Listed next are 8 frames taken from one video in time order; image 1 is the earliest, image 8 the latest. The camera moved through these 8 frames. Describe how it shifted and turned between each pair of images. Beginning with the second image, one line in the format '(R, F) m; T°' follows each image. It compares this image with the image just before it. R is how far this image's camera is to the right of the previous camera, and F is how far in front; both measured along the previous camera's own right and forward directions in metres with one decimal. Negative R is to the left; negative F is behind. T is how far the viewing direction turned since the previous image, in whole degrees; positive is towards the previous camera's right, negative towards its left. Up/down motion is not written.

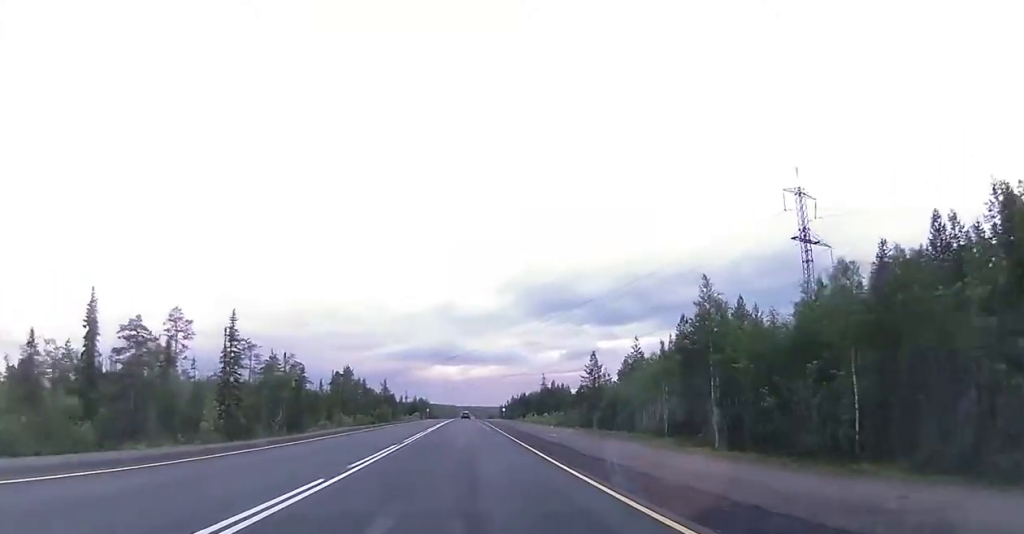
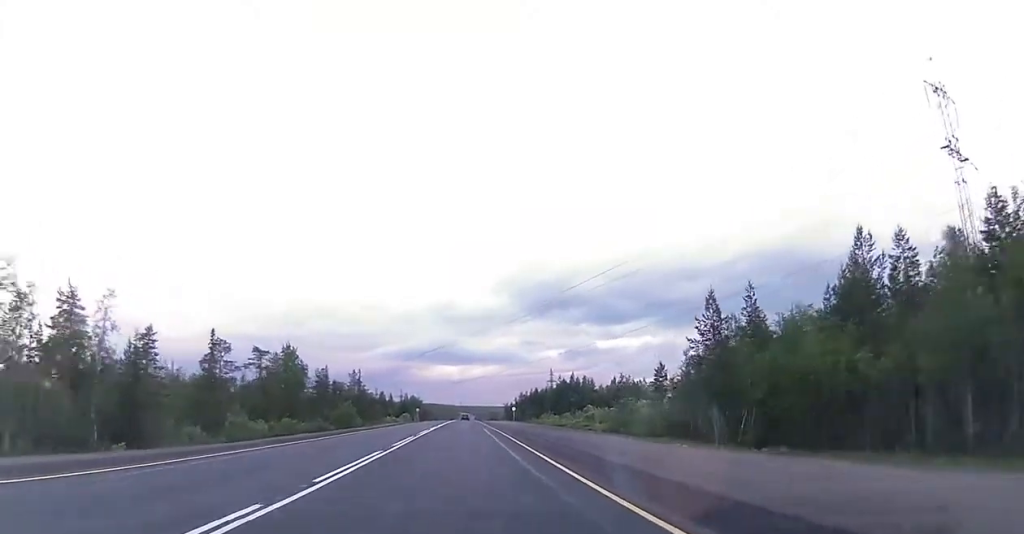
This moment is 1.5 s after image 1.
(-0.2, +39.1) m; 0°
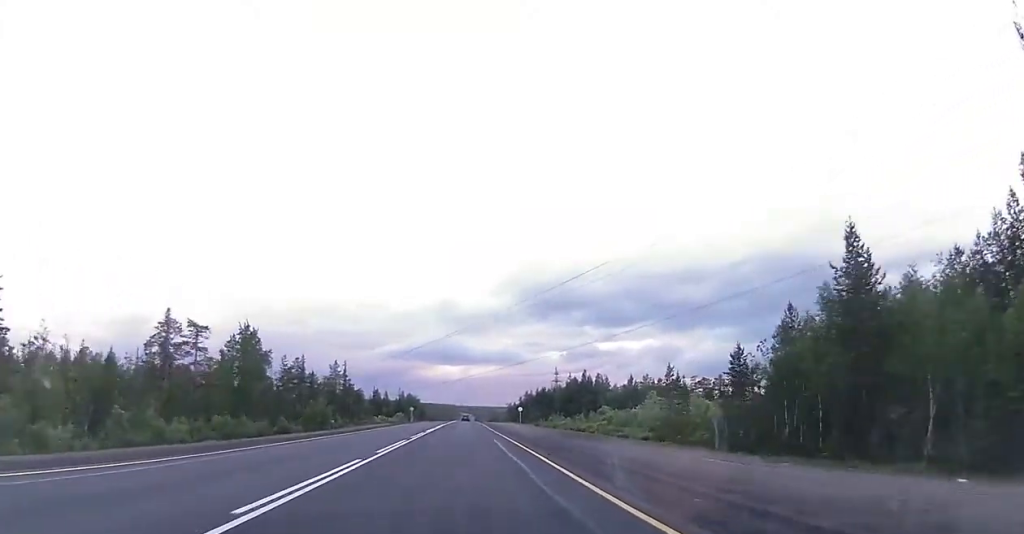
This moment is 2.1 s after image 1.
(+0.3, +16.0) m; 0°
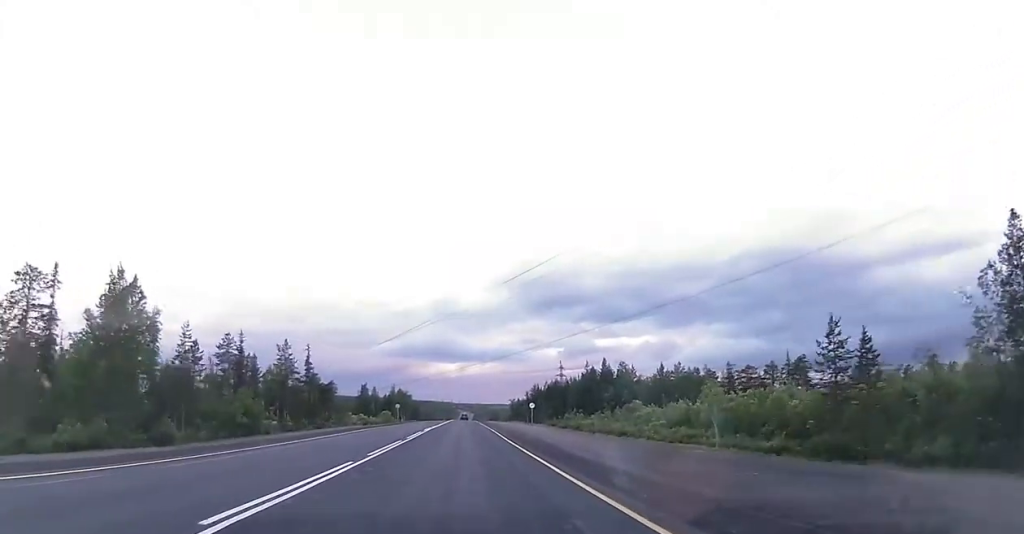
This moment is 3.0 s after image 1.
(-0.2, +24.9) m; 0°
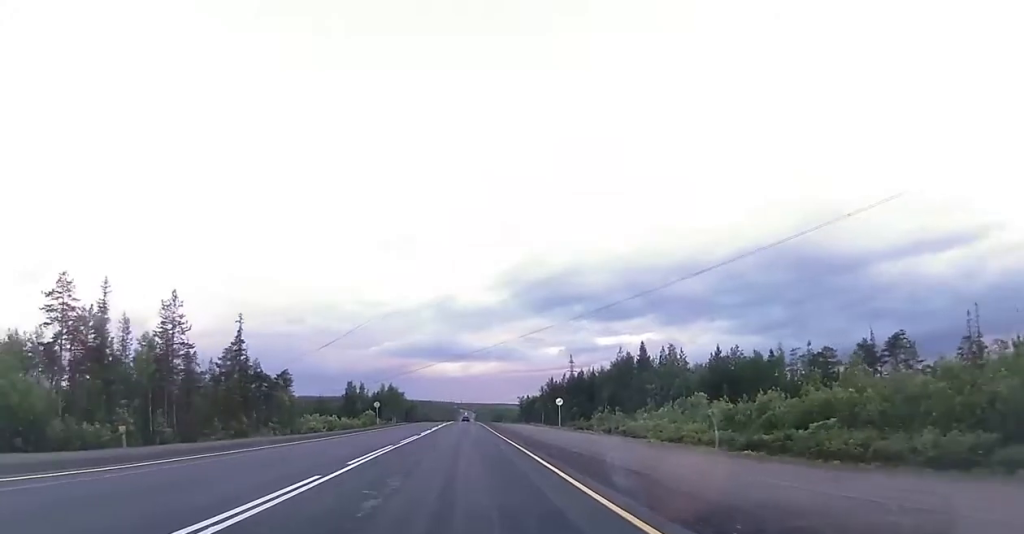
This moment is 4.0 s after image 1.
(+0.4, +27.4) m; +1°
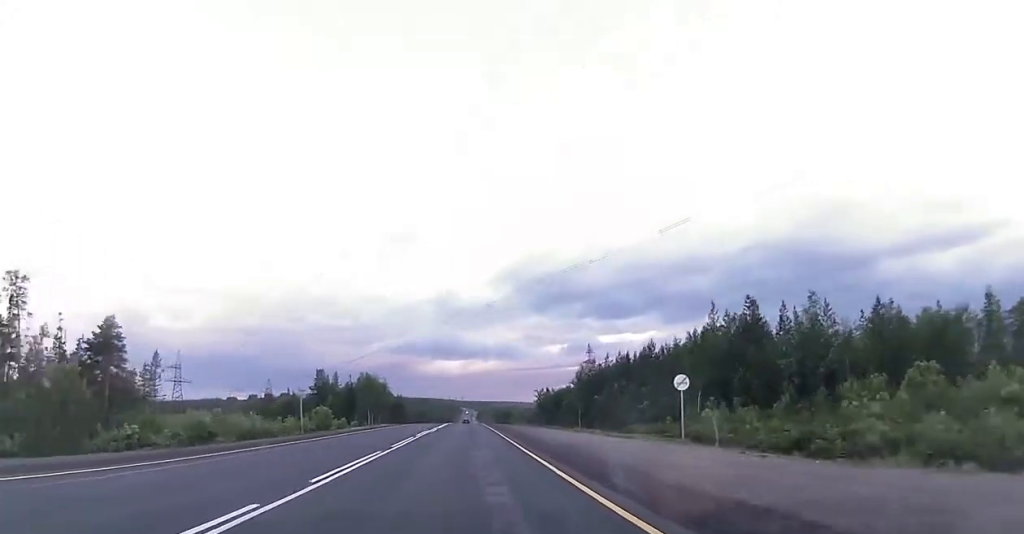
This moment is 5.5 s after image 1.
(-0.2, +39.6) m; -1°
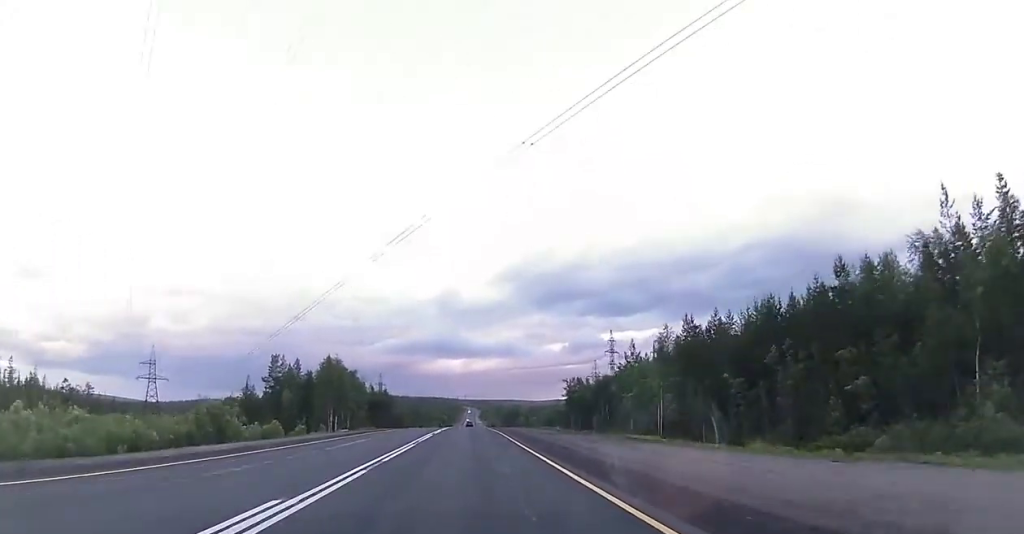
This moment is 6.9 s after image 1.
(-0.3, +35.2) m; -1°
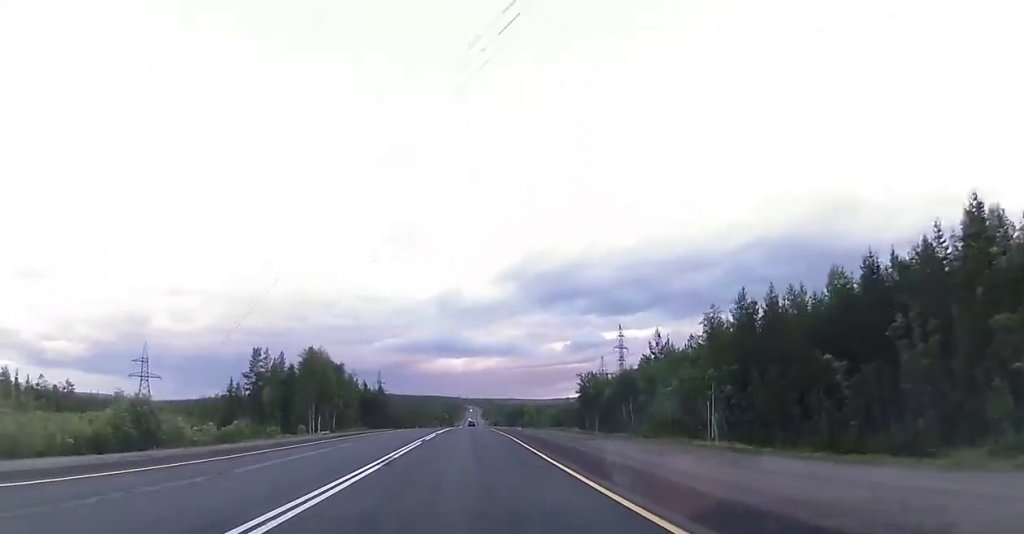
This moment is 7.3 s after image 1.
(0.0, +10.6) m; 0°
